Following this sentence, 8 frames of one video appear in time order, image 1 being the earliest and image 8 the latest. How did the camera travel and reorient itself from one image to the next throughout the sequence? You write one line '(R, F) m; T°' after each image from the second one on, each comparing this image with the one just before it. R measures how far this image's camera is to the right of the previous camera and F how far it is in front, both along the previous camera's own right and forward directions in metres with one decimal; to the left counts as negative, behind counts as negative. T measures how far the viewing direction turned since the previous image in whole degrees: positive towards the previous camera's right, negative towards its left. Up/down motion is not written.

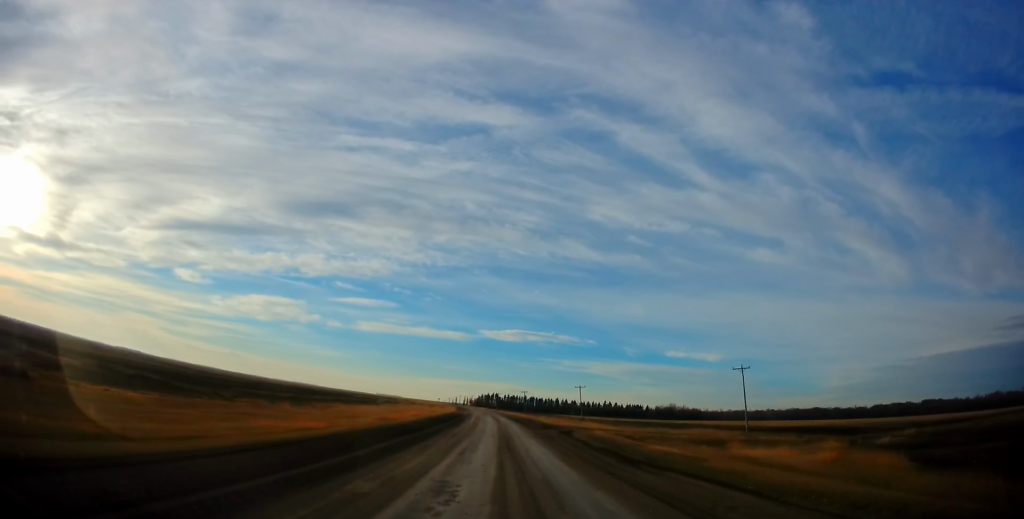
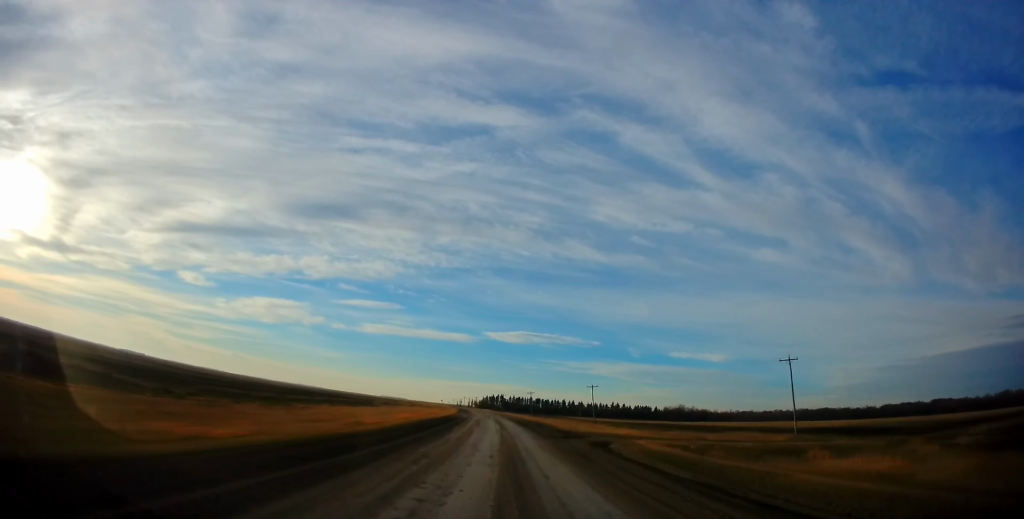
(0.0, +11.6) m; -1°
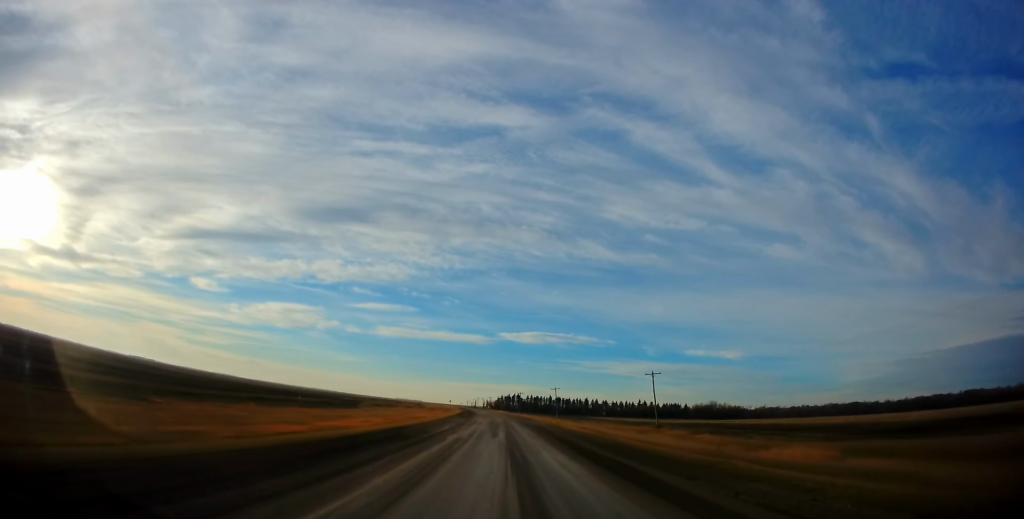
(-0.8, +40.5) m; -1°
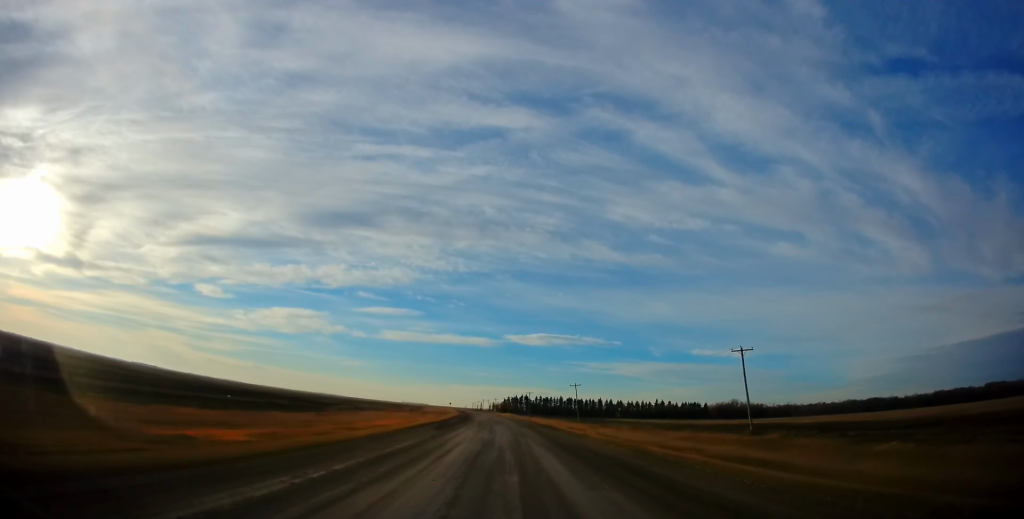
(0.0, +31.0) m; -2°
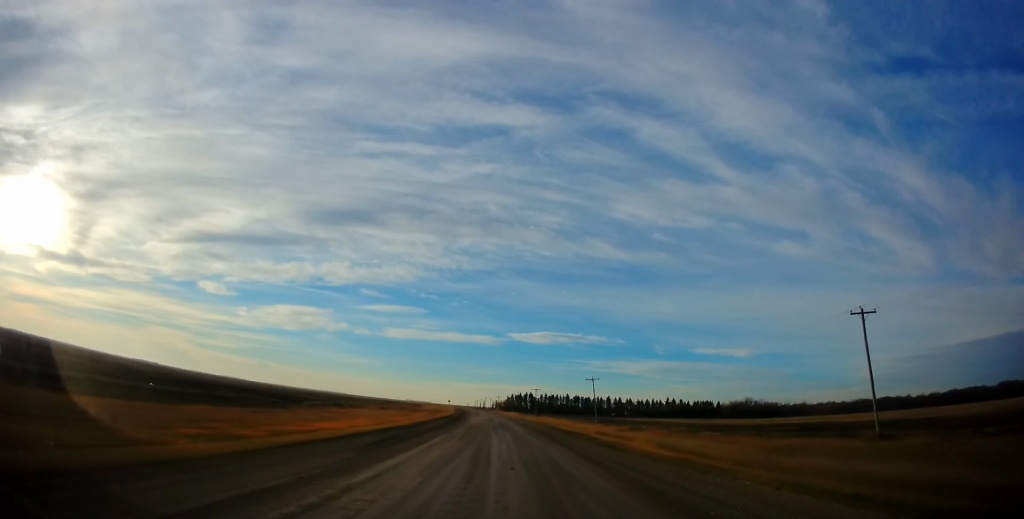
(-0.6, +19.6) m; -1°
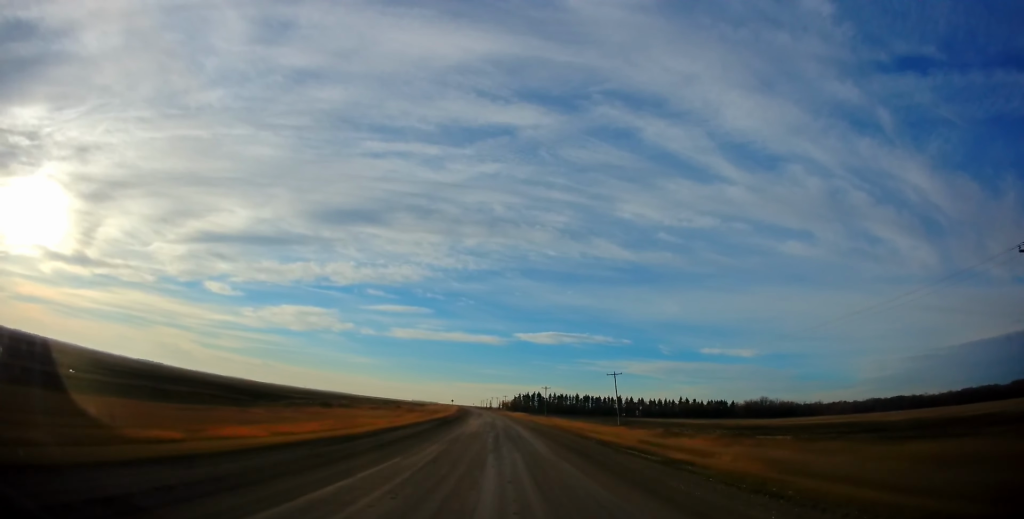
(+0.2, +14.4) m; 0°
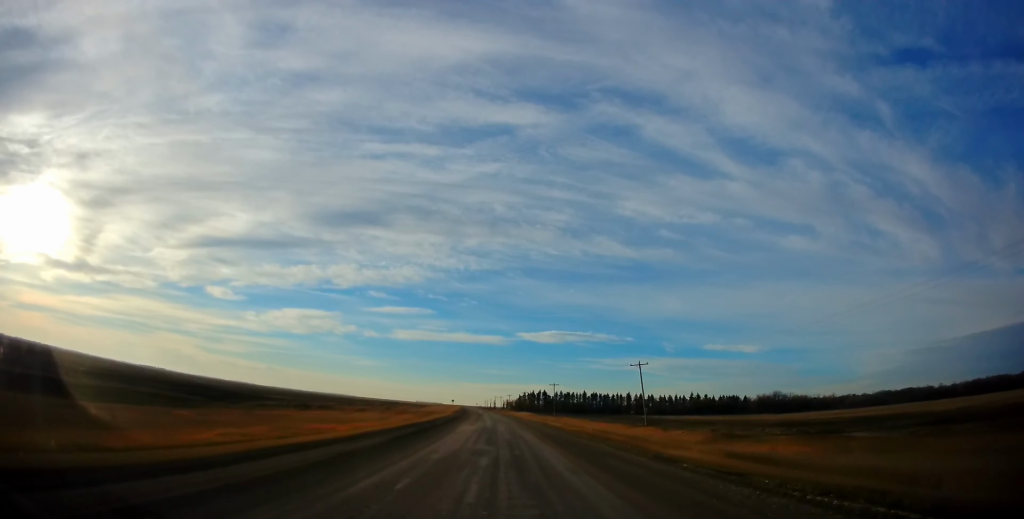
(+0.1, +14.4) m; 0°
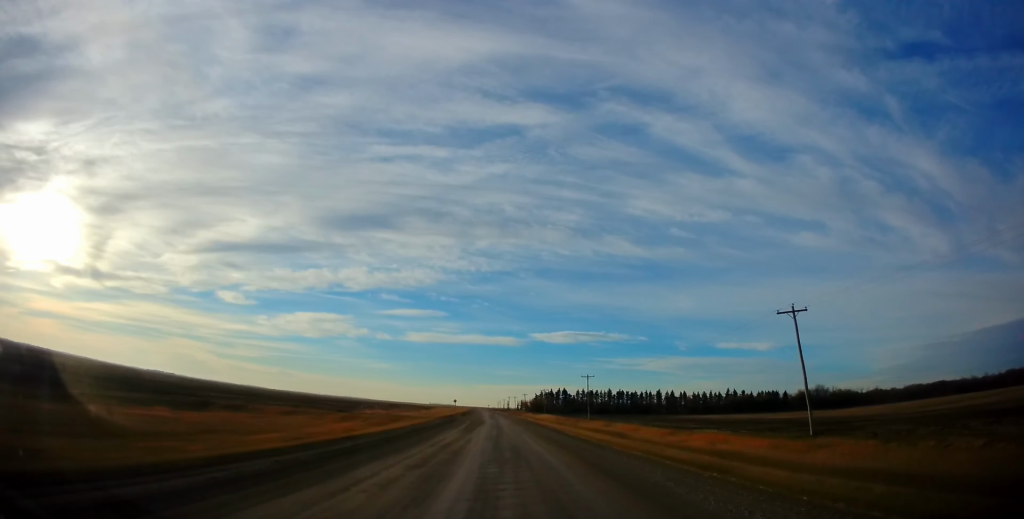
(-0.4, +38.0) m; -1°
